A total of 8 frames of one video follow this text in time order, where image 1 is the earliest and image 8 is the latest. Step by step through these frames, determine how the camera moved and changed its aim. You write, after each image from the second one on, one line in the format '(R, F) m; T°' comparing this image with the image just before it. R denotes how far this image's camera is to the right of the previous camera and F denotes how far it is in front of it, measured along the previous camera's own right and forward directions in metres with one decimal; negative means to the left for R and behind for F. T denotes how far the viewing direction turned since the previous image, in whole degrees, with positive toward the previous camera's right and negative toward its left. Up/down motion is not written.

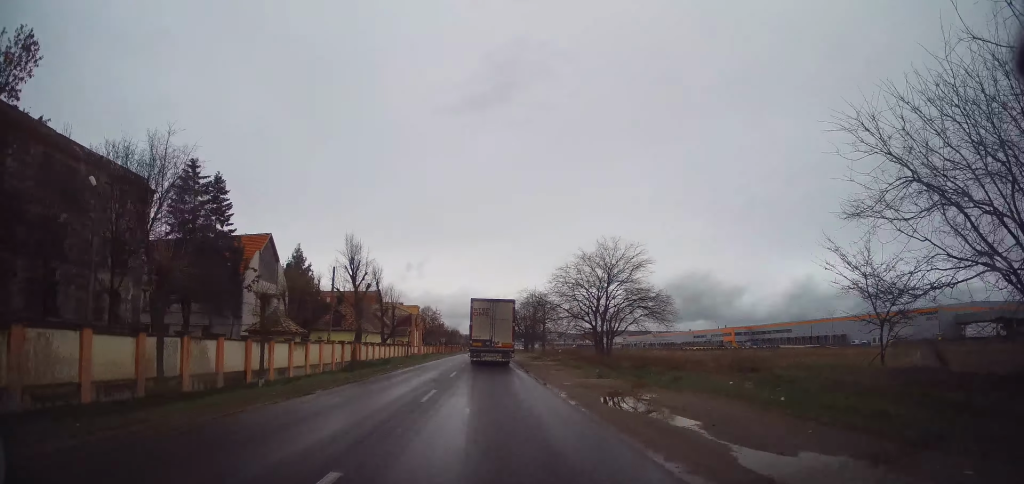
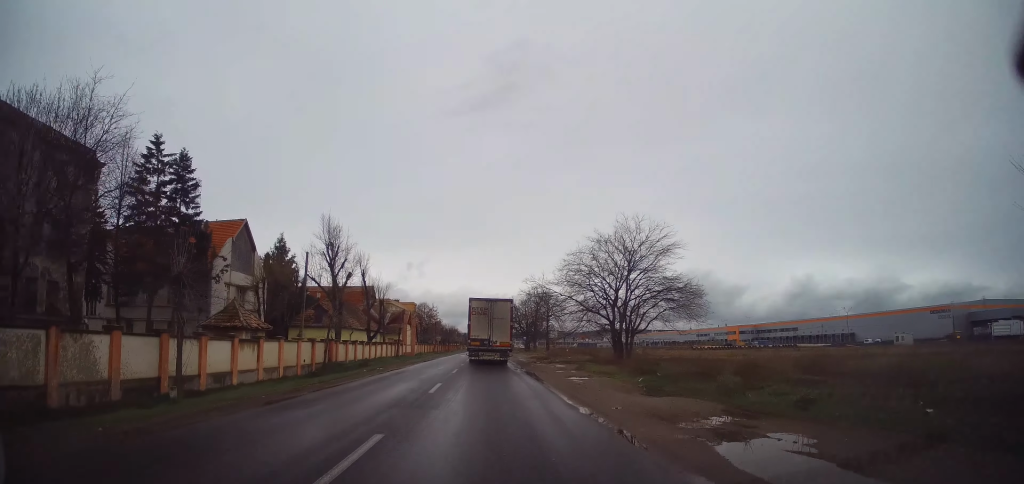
(0.0, +7.1) m; 0°
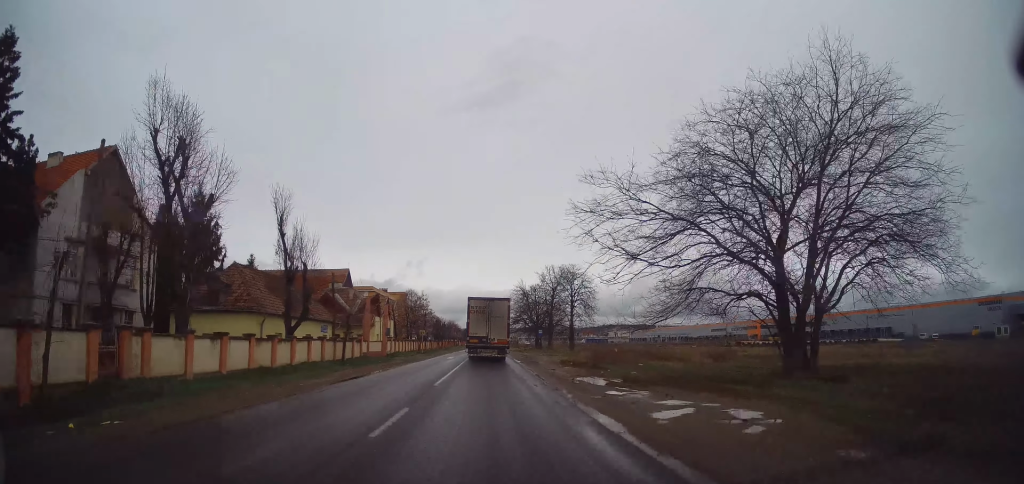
(0.0, +24.2) m; 0°
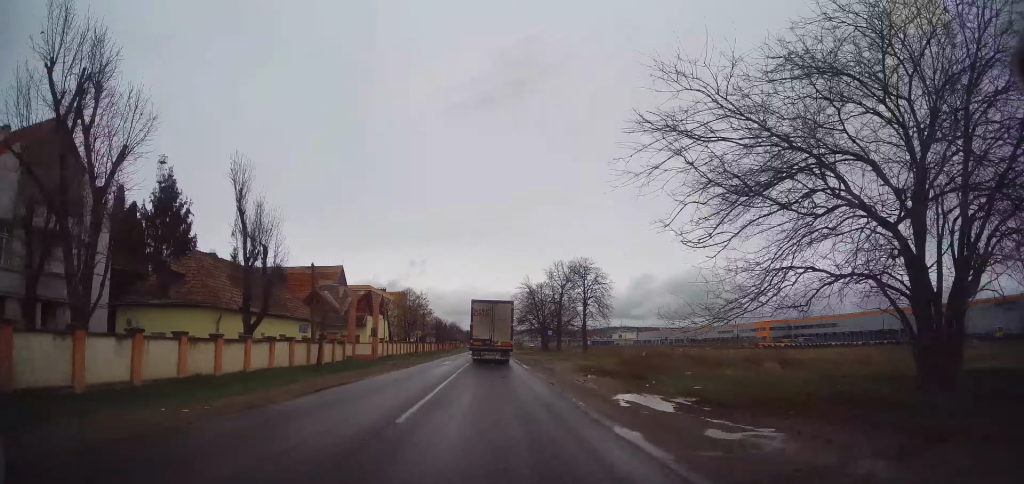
(0.0, +6.3) m; 0°
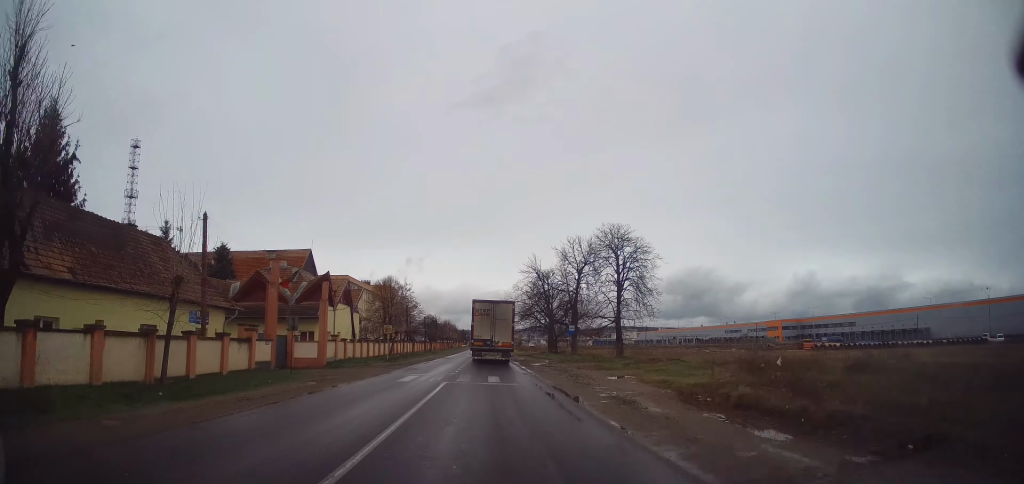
(0.0, +15.6) m; 0°
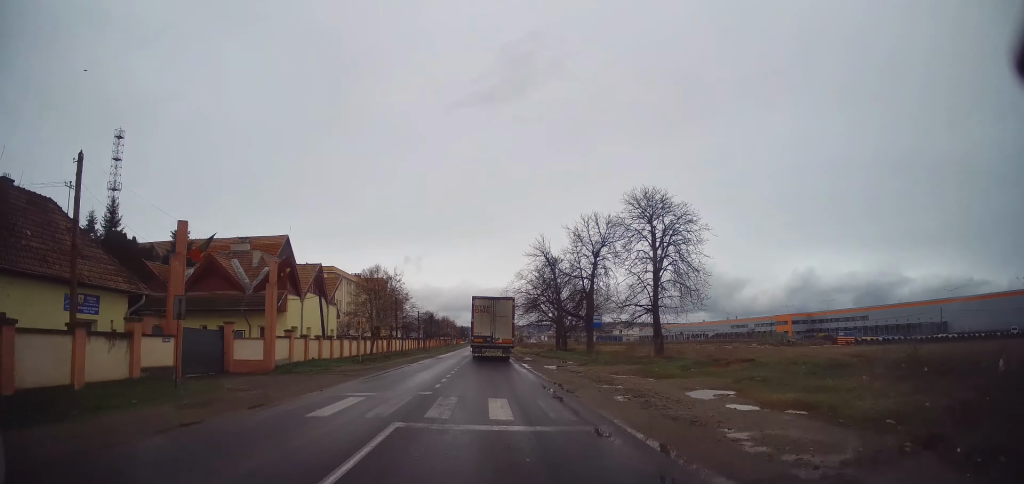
(0.0, +9.0) m; 0°
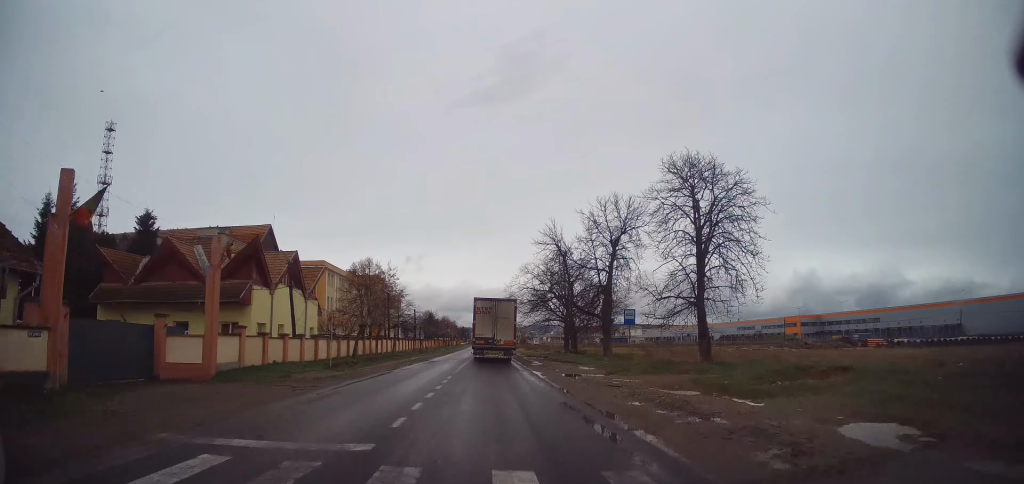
(0.0, +6.4) m; 0°
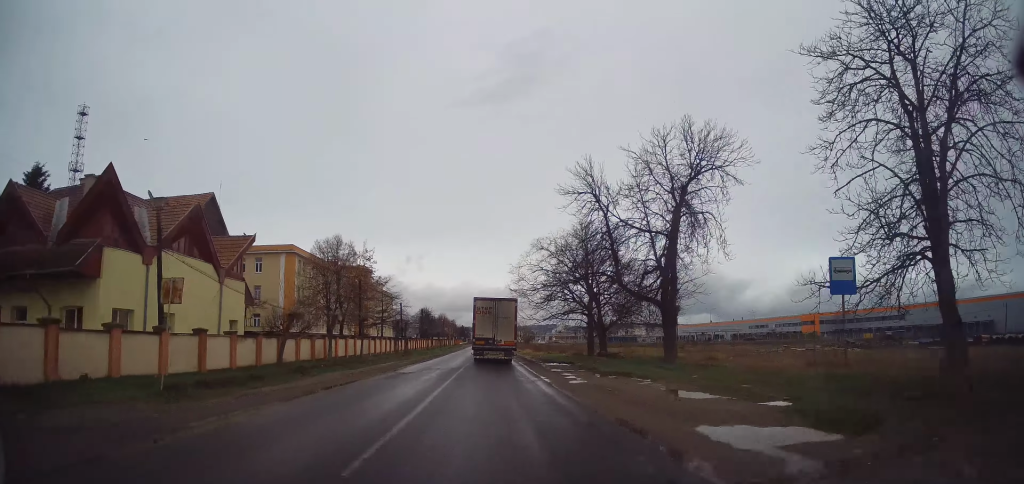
(0.0, +14.4) m; 0°
